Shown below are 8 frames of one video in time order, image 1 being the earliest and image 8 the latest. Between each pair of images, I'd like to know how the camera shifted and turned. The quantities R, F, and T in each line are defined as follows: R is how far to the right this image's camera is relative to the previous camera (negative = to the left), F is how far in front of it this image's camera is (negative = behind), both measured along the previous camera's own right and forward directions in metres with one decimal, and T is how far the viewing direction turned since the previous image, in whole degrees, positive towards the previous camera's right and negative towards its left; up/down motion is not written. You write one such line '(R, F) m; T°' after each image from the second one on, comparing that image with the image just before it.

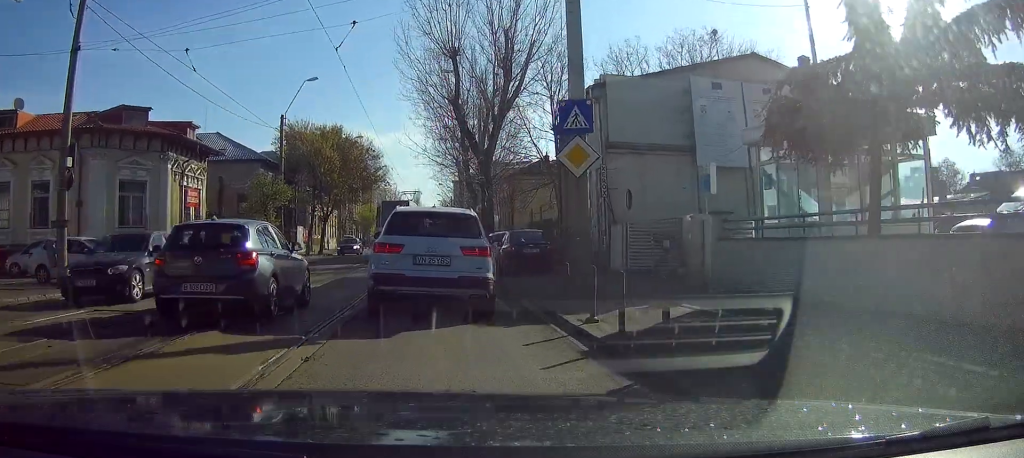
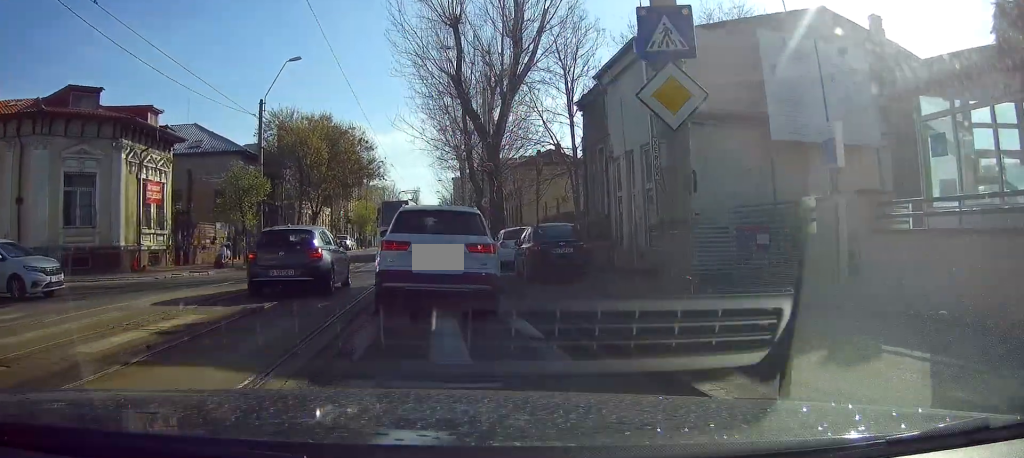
(0.0, +5.7) m; -2°
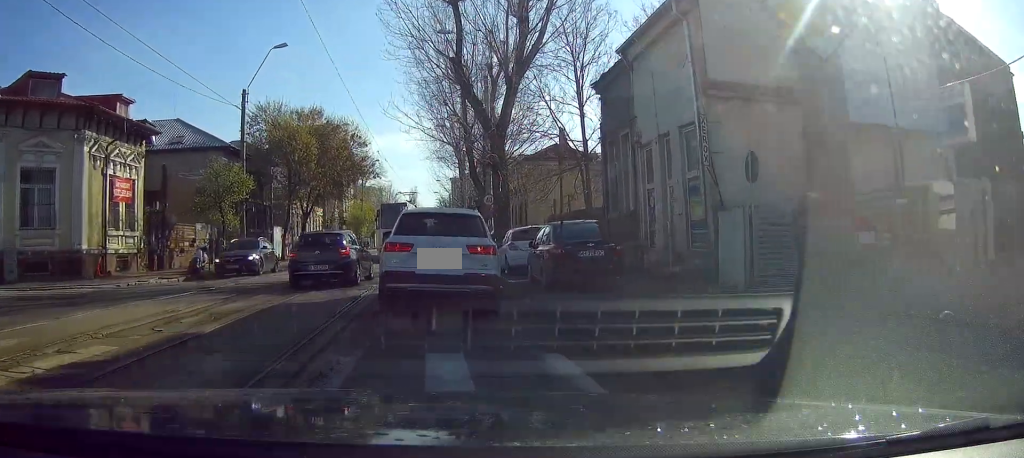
(0.0, +3.5) m; -2°
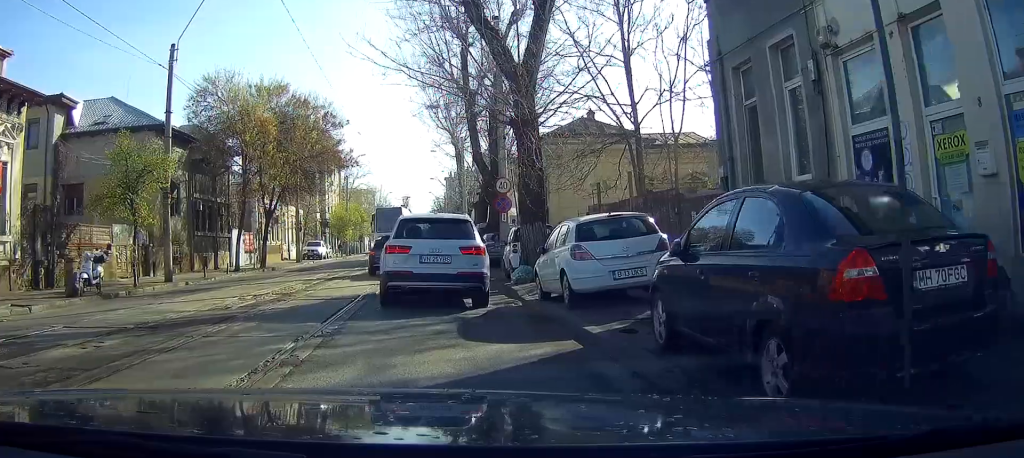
(-0.2, +10.7) m; +1°
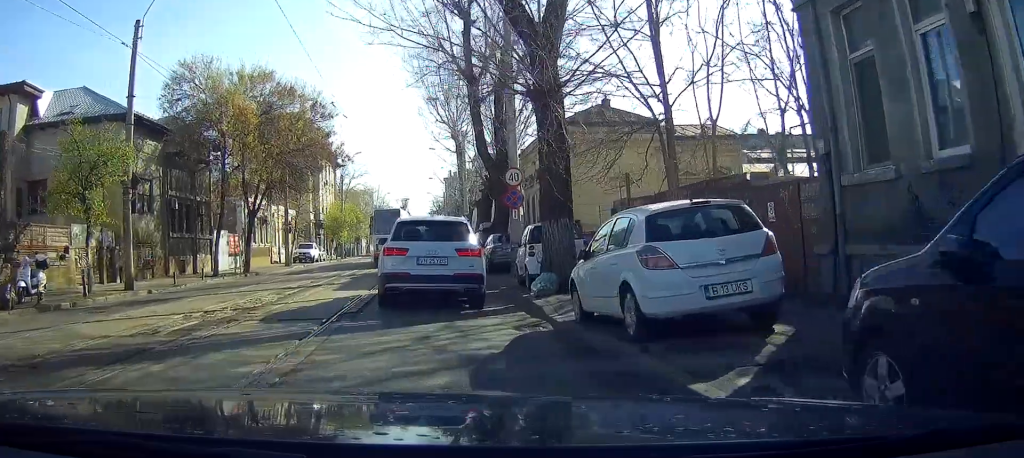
(0.0, +3.8) m; +1°
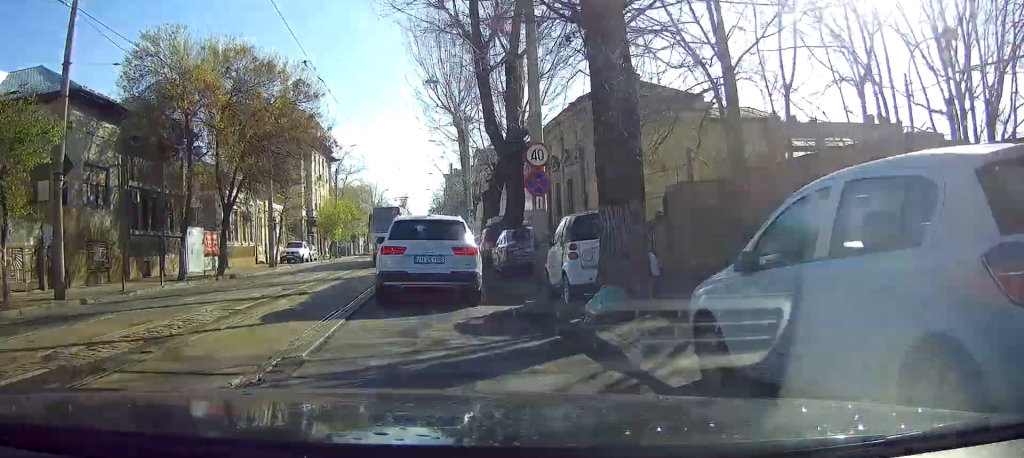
(0.0, +4.9) m; 0°
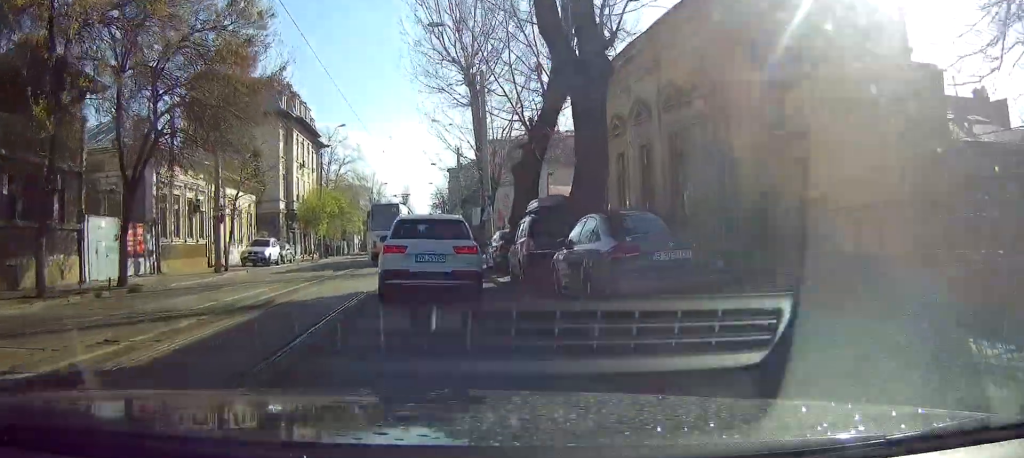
(-0.3, +12.2) m; -1°
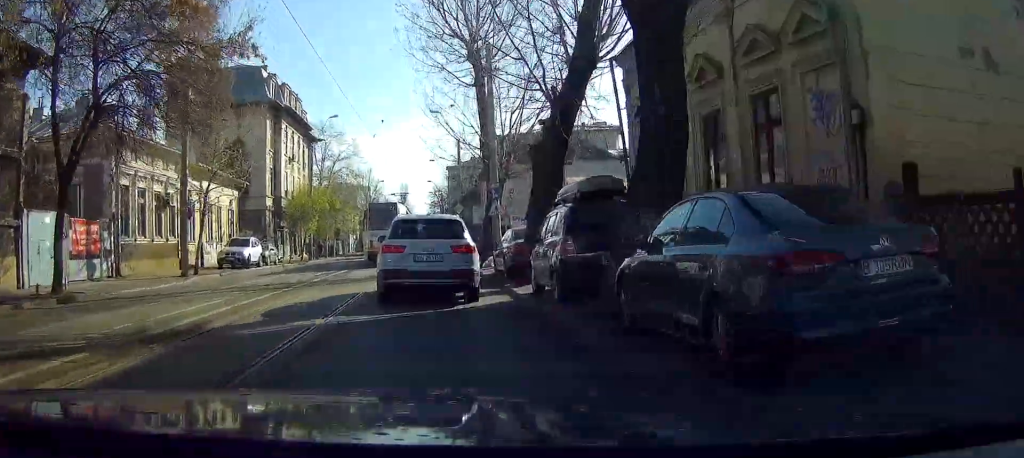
(-0.2, +4.5) m; +1°
